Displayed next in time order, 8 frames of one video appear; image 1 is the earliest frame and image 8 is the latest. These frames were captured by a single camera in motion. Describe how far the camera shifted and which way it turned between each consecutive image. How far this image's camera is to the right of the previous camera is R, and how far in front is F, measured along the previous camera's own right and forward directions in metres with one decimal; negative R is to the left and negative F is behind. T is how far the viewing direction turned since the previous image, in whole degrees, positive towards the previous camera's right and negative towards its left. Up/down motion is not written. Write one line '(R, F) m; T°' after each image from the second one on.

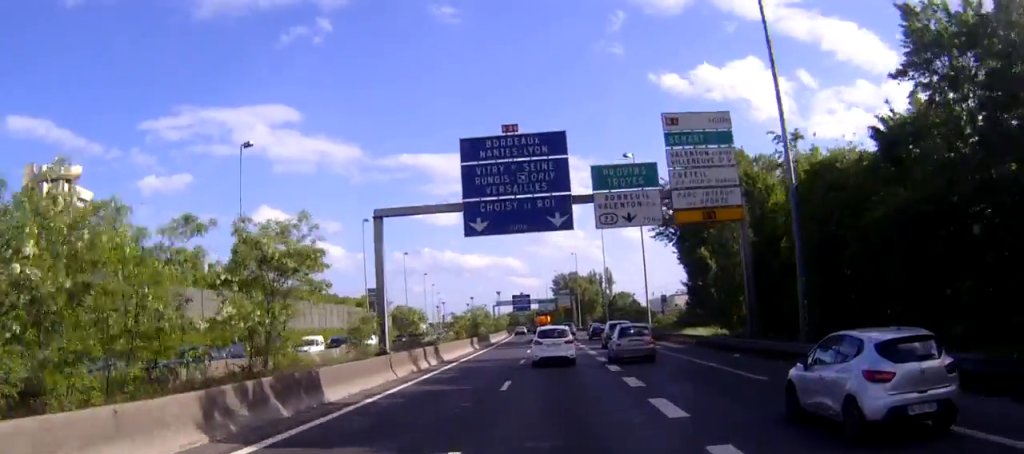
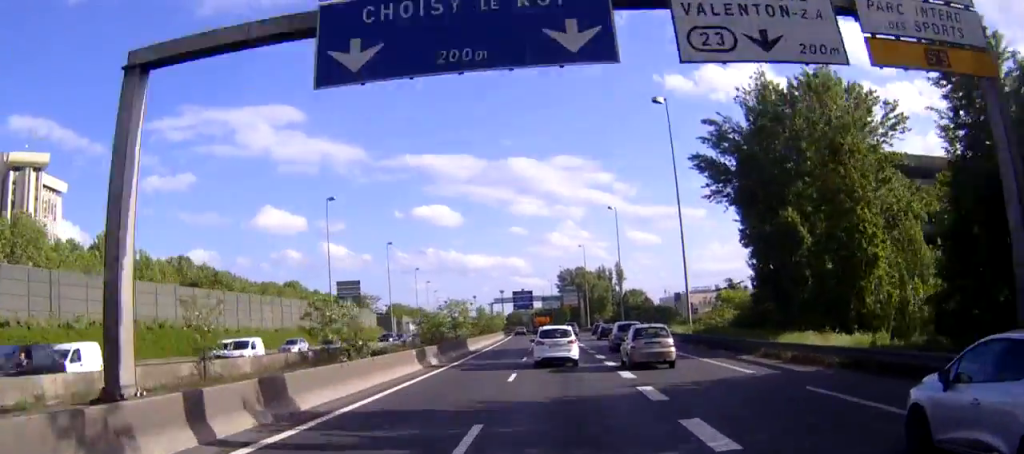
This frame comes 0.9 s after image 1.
(-0.1, +21.9) m; 0°
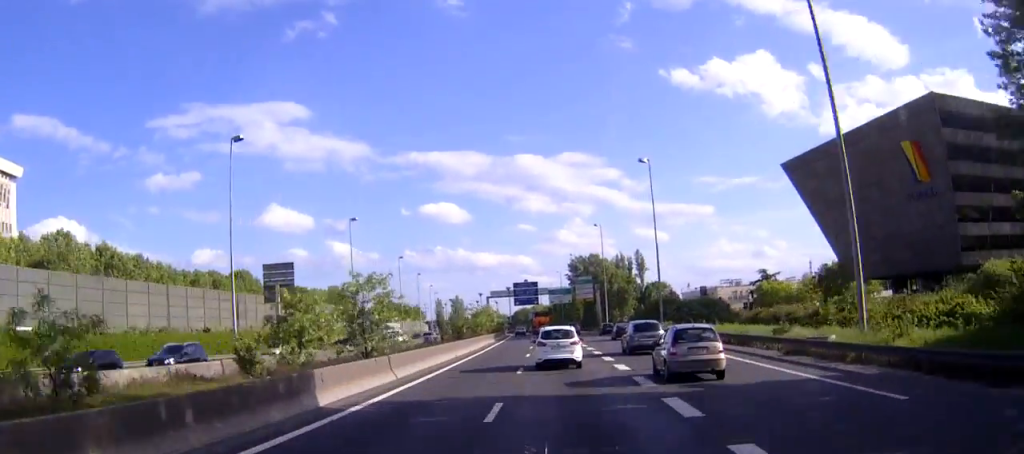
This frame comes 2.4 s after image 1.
(-0.2, +33.7) m; 0°
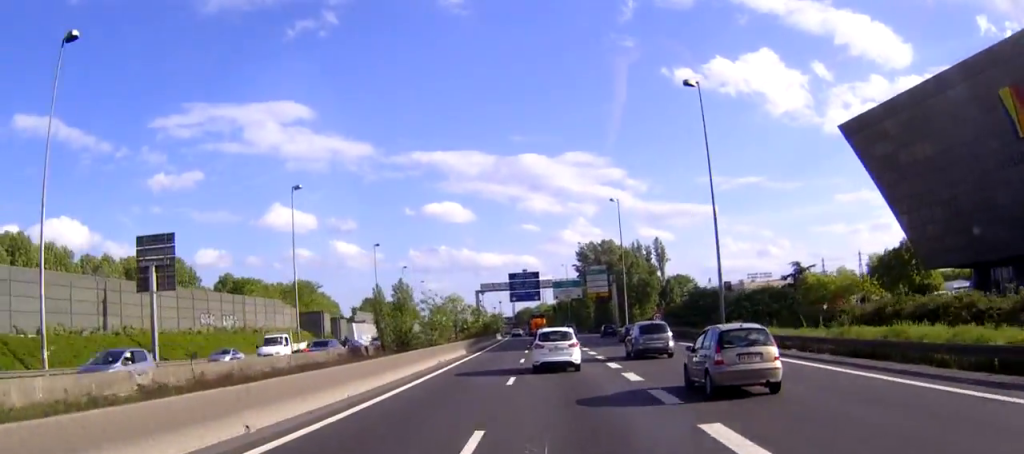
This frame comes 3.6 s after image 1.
(0.0, +29.1) m; 0°
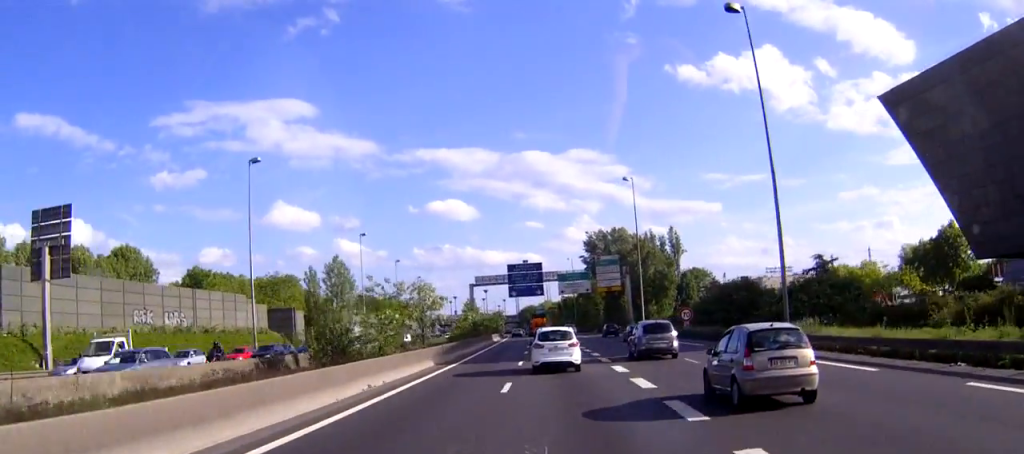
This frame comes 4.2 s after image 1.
(0.0, +15.0) m; 0°
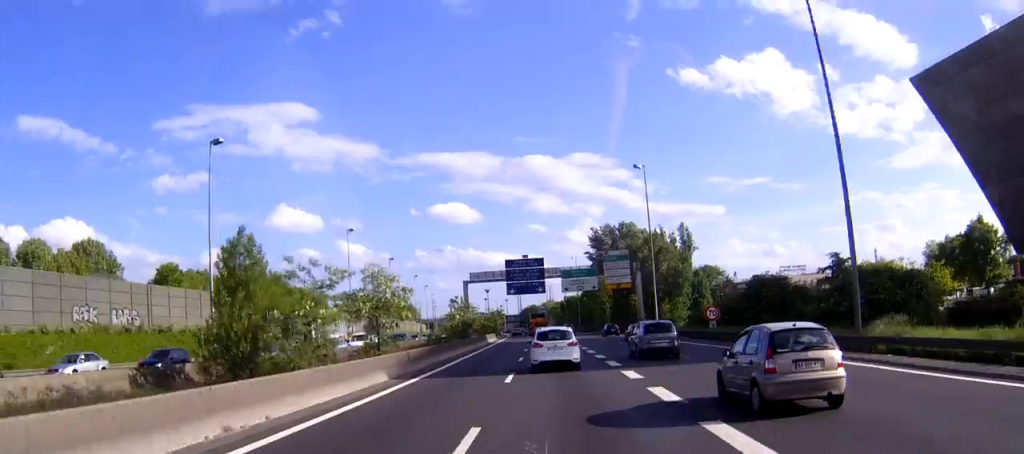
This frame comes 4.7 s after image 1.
(0.0, +10.3) m; 0°
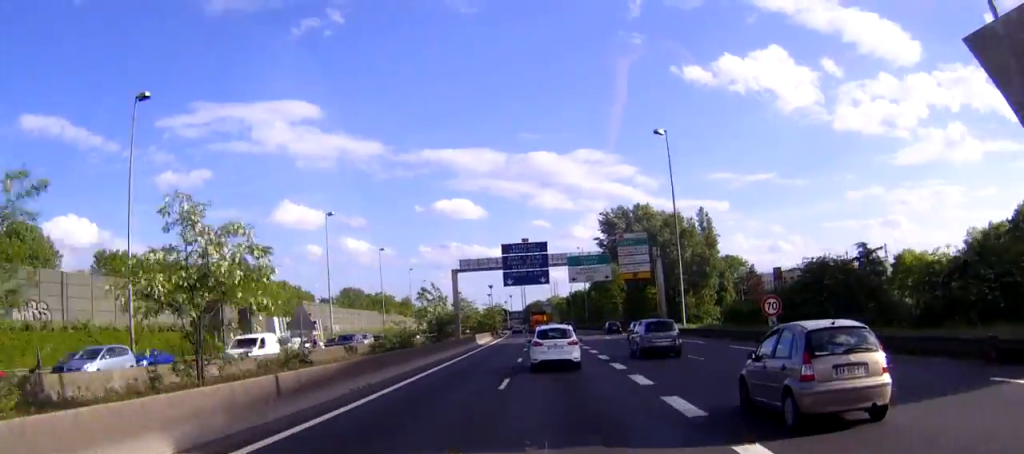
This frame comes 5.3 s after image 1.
(-0.1, +15.1) m; -1°
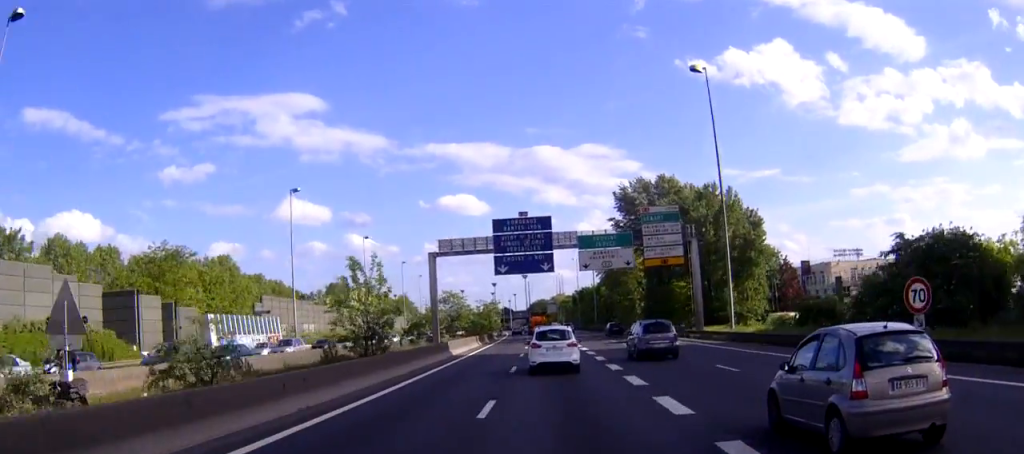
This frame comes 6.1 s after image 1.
(-0.1, +18.2) m; -1°
